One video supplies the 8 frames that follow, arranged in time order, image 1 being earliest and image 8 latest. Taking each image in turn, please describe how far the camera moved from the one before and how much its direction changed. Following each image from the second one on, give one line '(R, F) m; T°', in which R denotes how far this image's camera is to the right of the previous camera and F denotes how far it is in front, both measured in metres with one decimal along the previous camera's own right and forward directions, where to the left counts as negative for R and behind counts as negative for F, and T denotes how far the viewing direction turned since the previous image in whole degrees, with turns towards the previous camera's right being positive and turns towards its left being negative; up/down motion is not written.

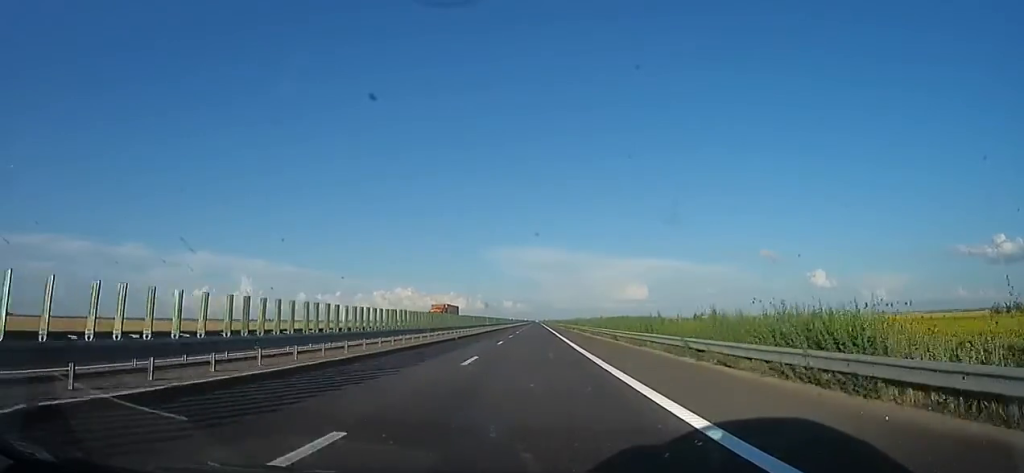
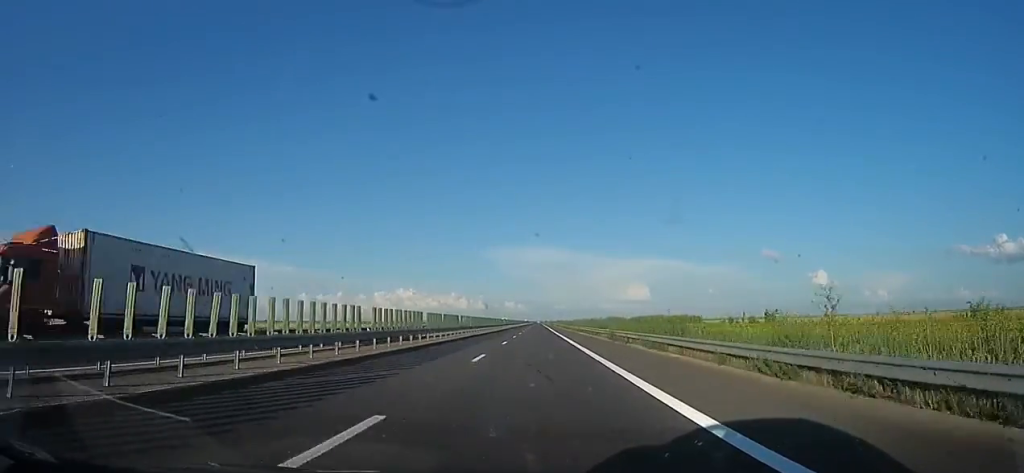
(+1.3, +47.0) m; +2°
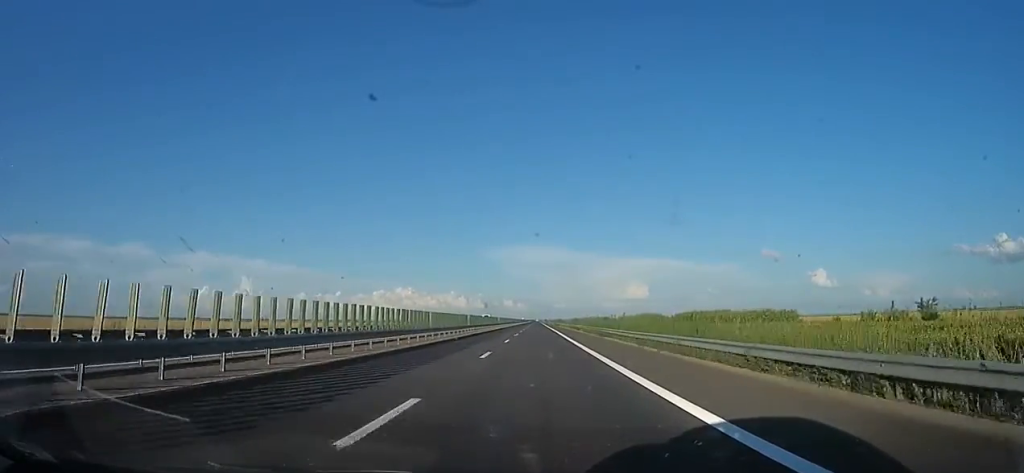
(-0.9, +46.7) m; -2°
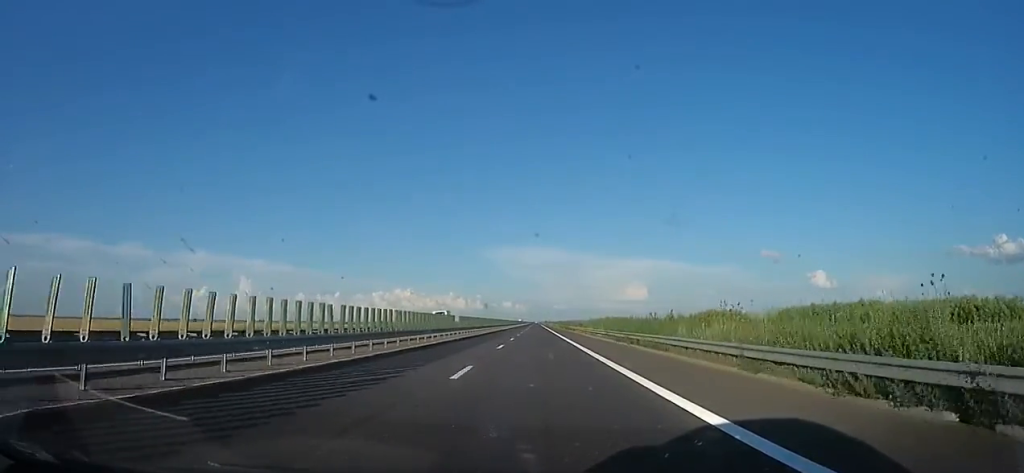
(-0.1, +41.8) m; 0°
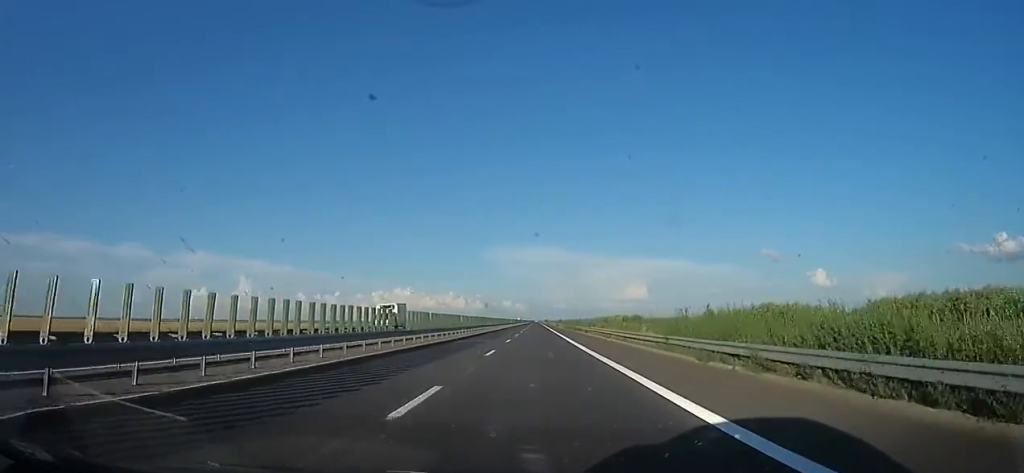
(-0.1, +16.7) m; +1°
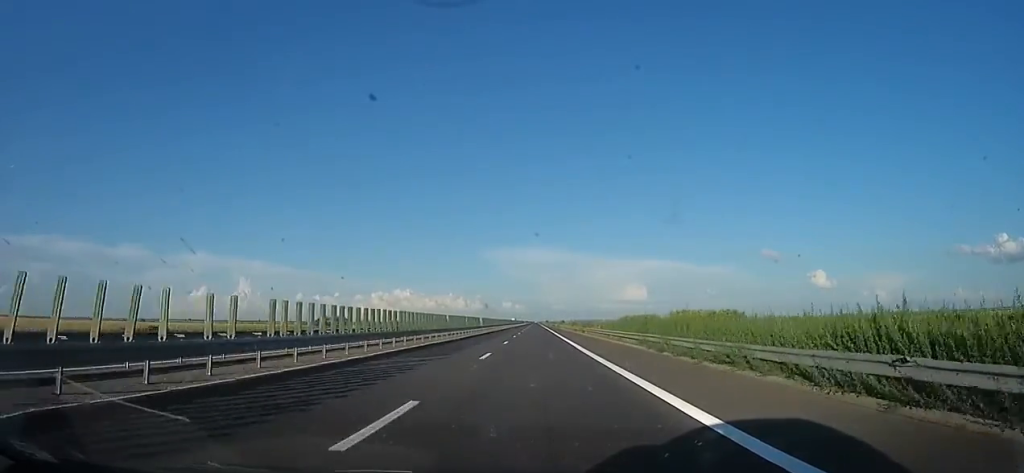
(+1.5, +61.3) m; 0°
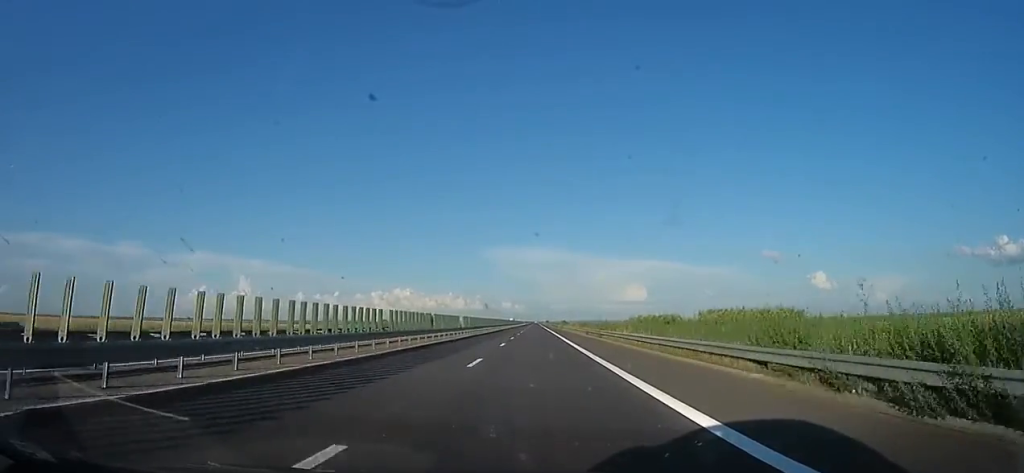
(-0.4, +14.9) m; -1°
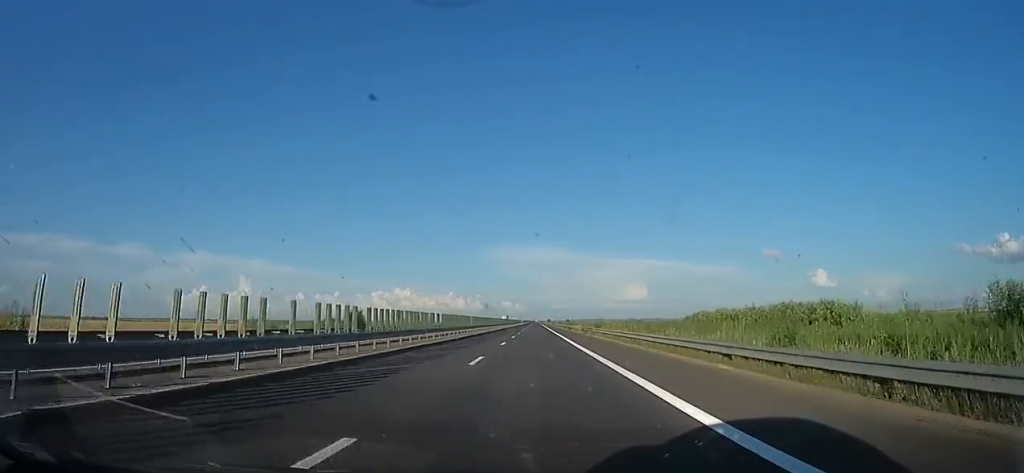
(-0.2, +48.0) m; +2°
